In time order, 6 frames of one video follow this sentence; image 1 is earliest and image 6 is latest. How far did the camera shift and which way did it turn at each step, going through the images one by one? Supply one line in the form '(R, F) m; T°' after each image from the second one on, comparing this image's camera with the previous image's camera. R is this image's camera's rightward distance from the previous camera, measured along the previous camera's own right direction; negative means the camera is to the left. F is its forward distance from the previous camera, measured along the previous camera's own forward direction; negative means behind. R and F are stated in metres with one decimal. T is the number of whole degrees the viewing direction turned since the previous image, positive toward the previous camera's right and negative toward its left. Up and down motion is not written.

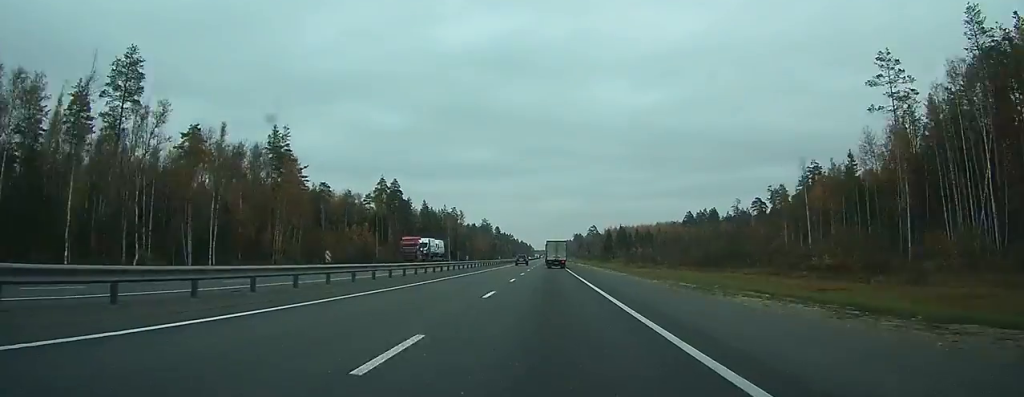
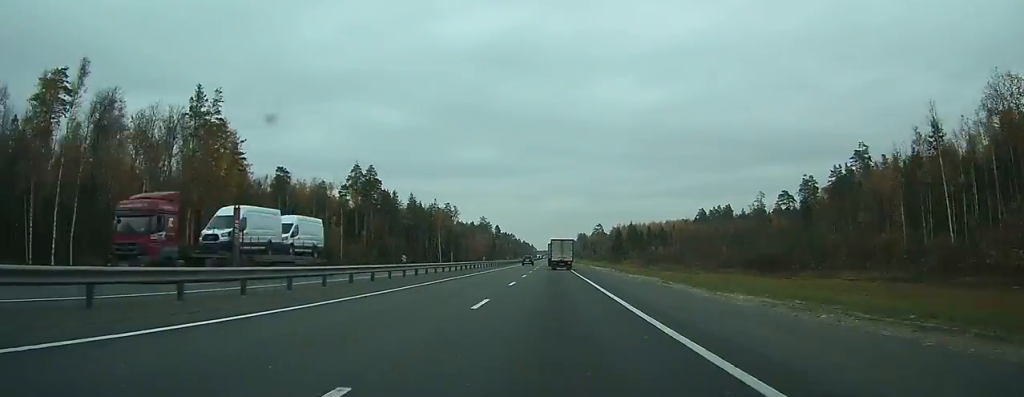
(0.0, +28.6) m; 0°
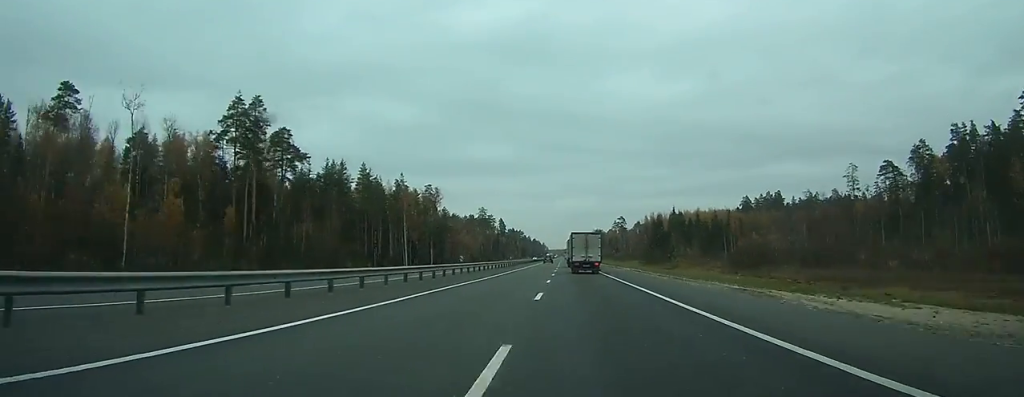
(-0.3, +69.0) m; 0°
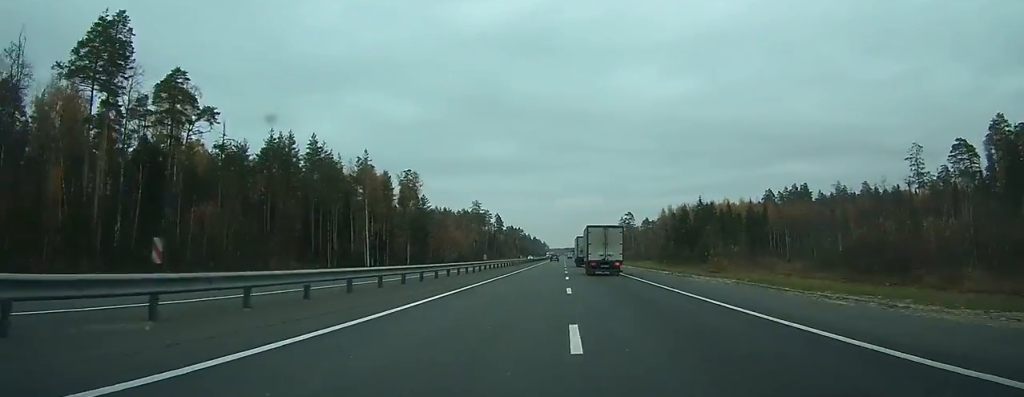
(-0.1, +33.8) m; 0°
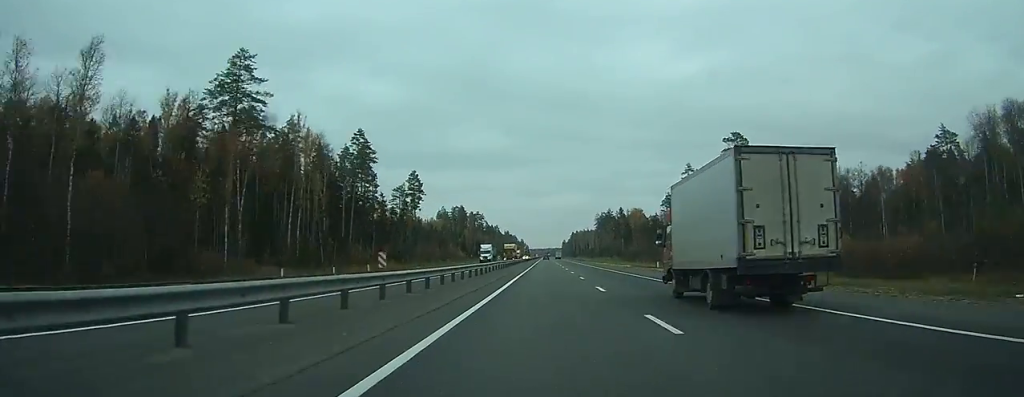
(+2.5, +227.5) m; +1°
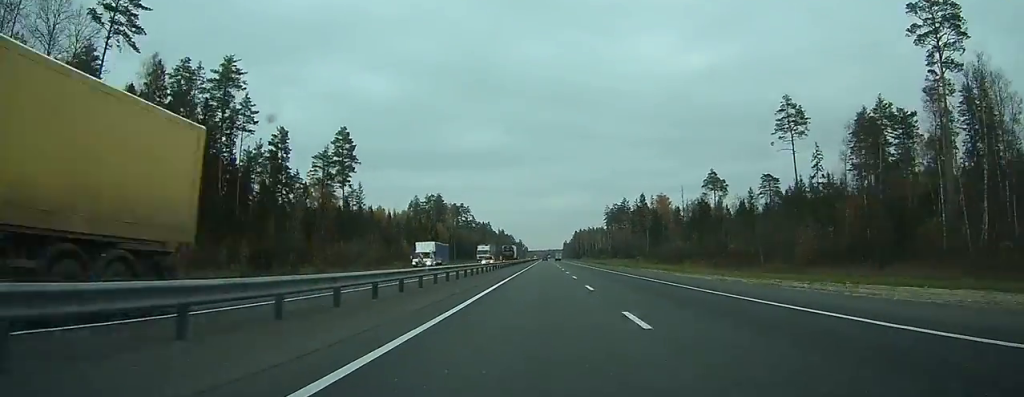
(+0.1, +63.9) m; 0°
